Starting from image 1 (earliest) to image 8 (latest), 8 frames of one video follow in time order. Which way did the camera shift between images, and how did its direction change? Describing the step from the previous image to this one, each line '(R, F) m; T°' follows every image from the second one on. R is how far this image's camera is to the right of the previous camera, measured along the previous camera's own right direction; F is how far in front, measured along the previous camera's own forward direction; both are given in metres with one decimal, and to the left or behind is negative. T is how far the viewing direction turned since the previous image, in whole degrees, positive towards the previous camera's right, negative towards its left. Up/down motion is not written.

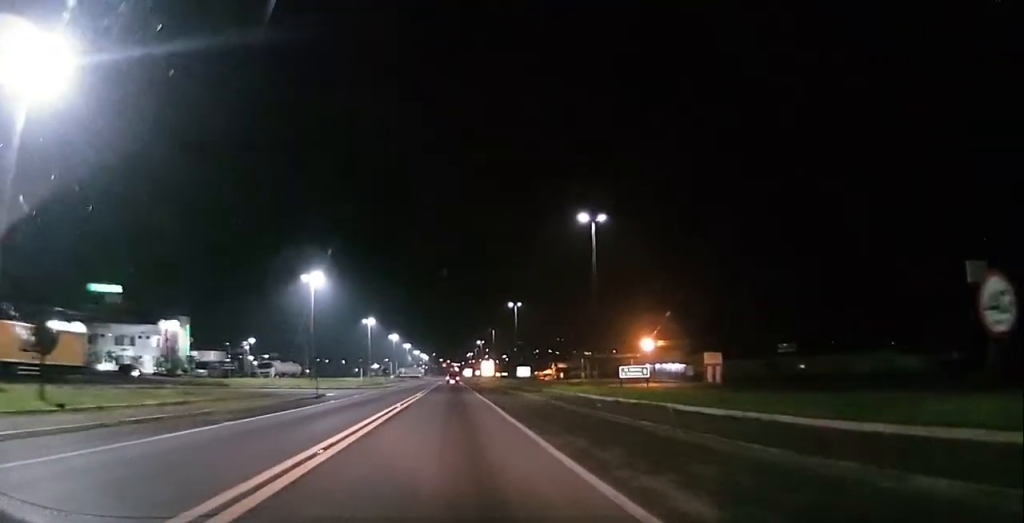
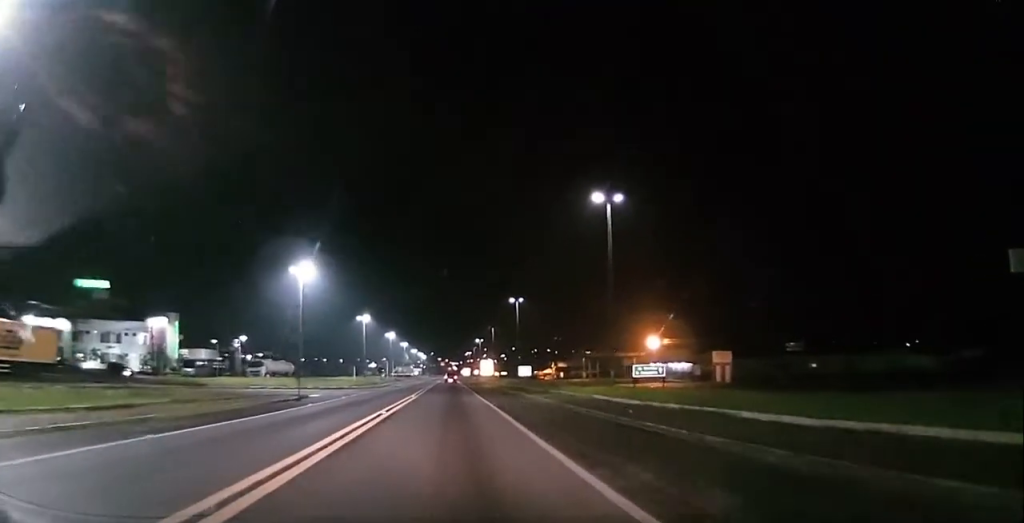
(-0.1, +3.7) m; -2°
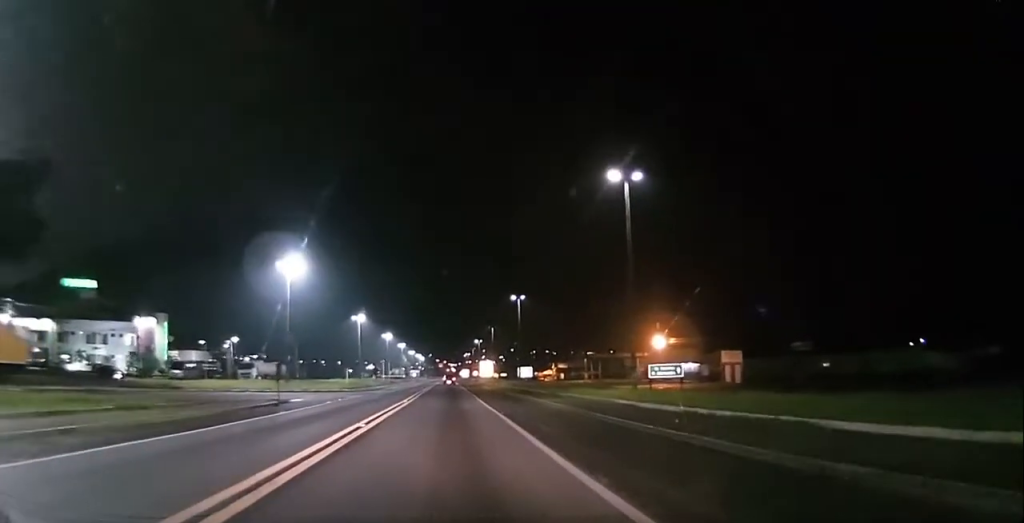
(-0.1, +3.5) m; -1°
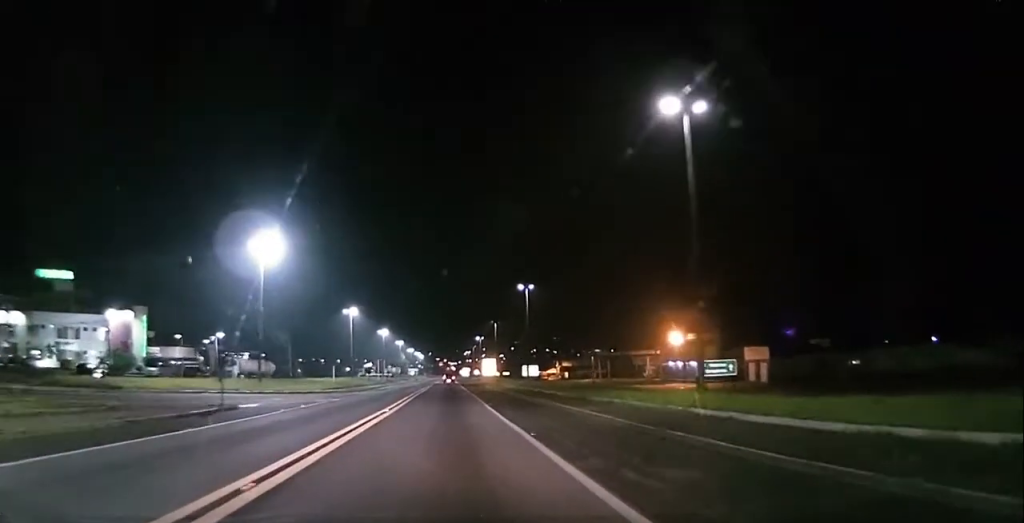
(0.0, +7.4) m; +2°
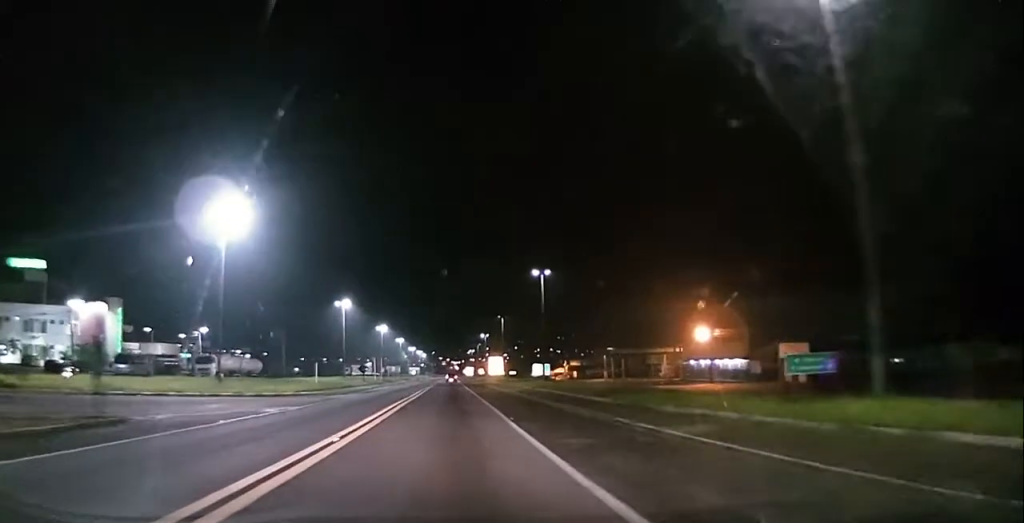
(+0.4, +8.7) m; +1°
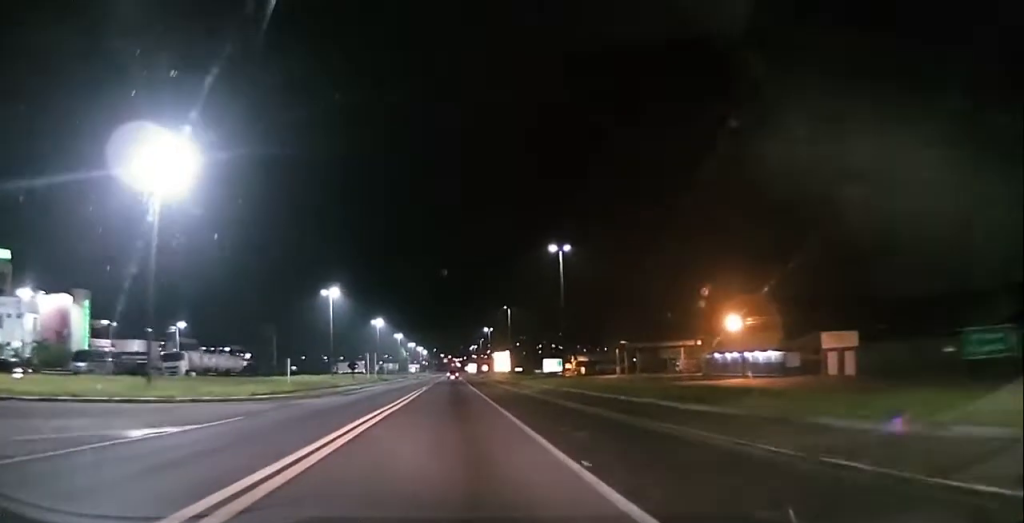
(0.0, +9.3) m; -1°
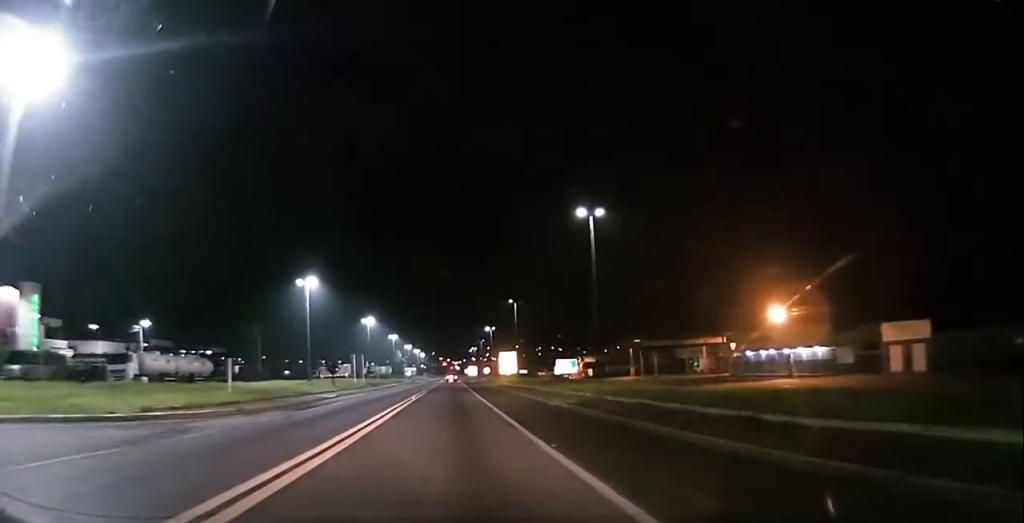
(-0.3, +11.3) m; -1°
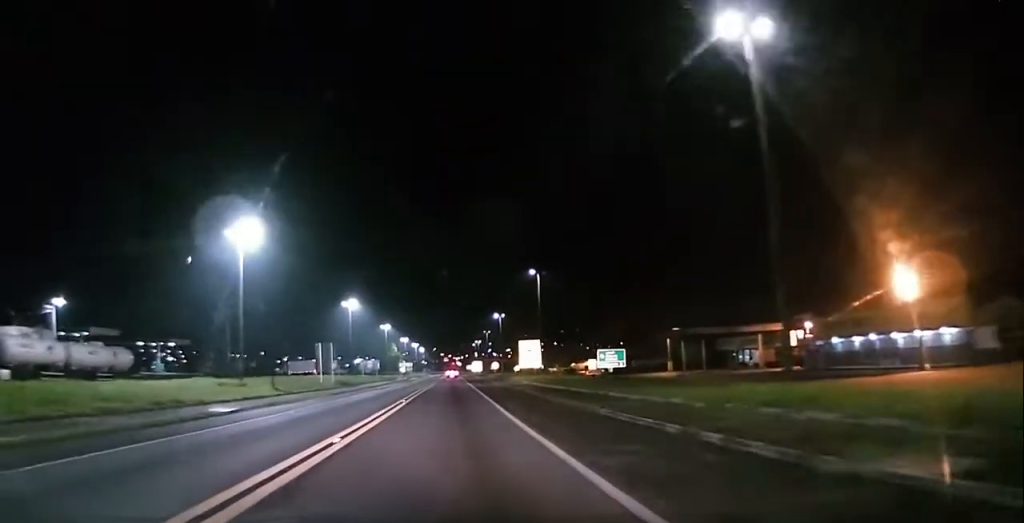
(+0.1, +21.3) m; +1°
